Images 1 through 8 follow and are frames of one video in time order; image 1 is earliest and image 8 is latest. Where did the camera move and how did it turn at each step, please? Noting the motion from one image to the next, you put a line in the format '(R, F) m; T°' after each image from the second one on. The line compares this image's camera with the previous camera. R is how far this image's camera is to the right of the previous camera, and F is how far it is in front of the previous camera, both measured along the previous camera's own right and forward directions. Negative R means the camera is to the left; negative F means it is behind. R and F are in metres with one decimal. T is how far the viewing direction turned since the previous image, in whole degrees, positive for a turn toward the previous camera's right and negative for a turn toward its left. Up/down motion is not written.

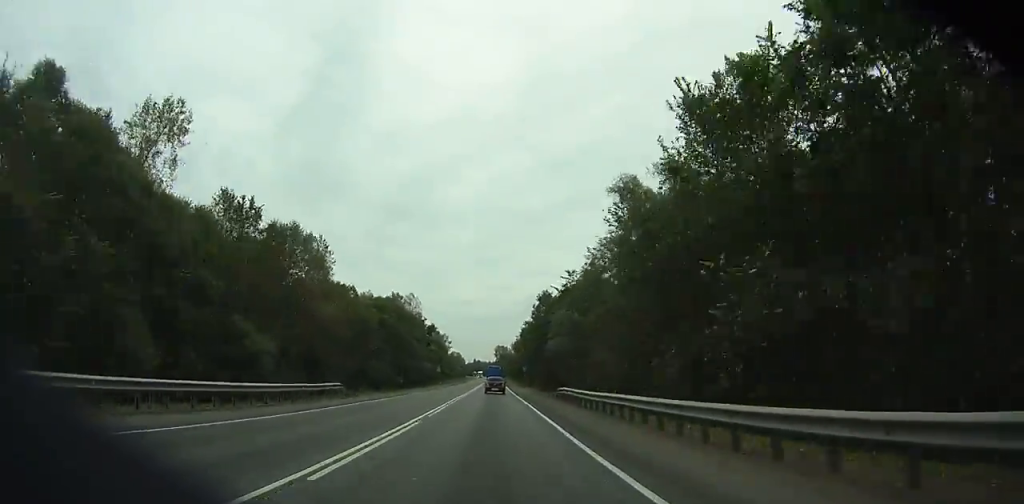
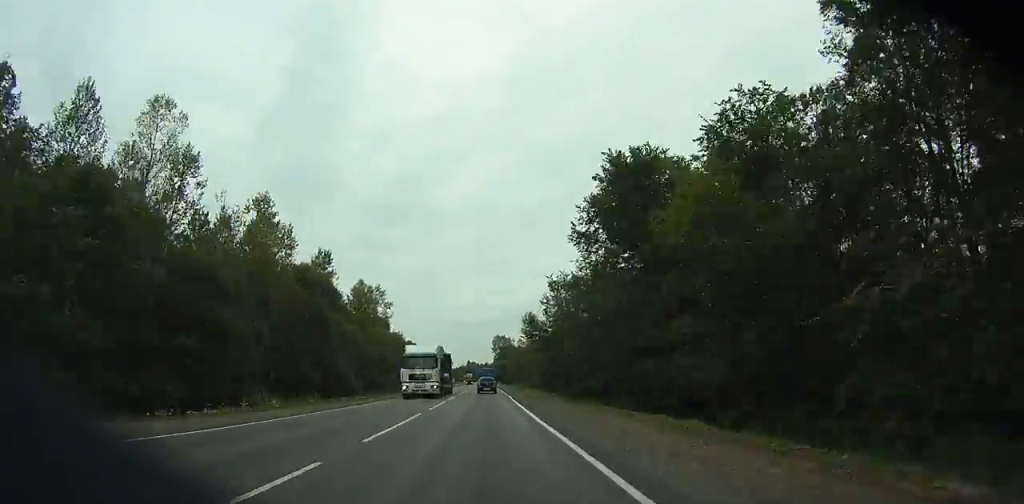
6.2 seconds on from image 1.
(+0.5, +136.2) m; 0°
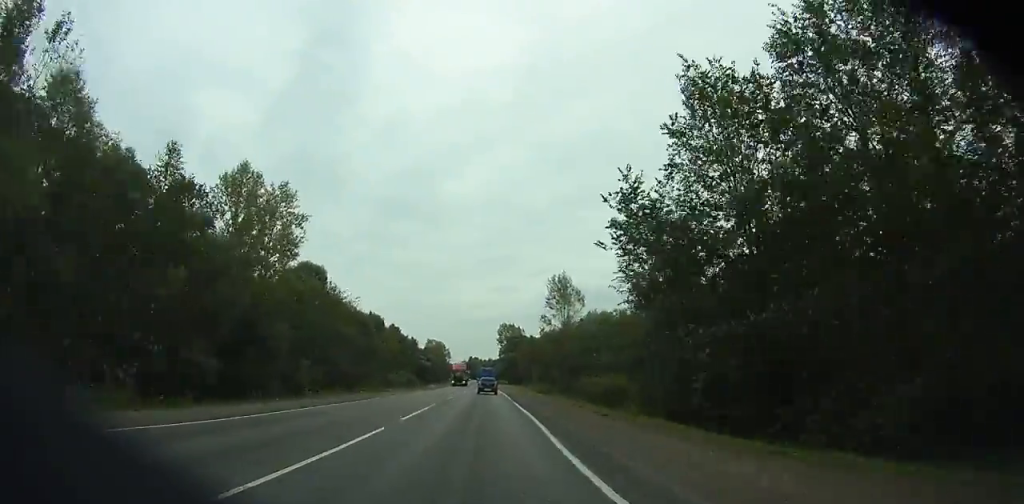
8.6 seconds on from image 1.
(-0.2, +53.4) m; 0°
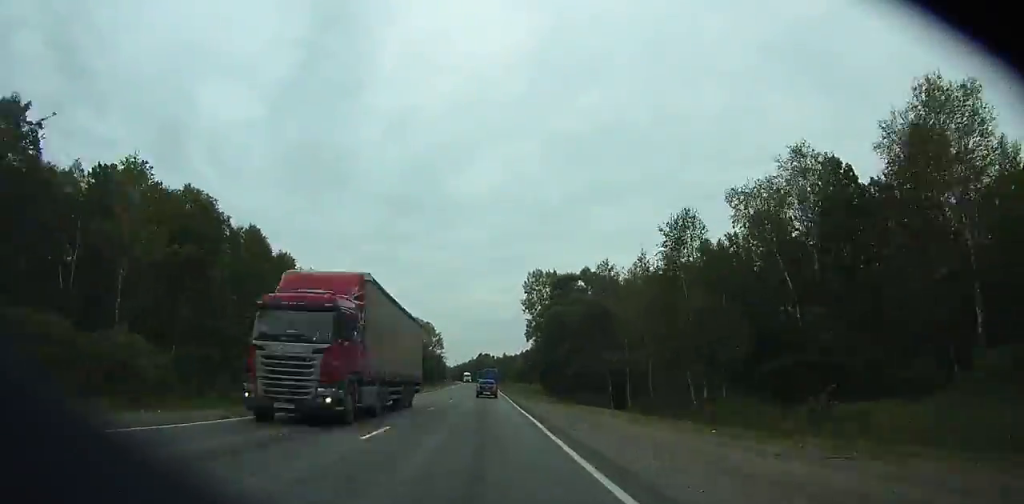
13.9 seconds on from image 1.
(-1.1, +117.8) m; -1°
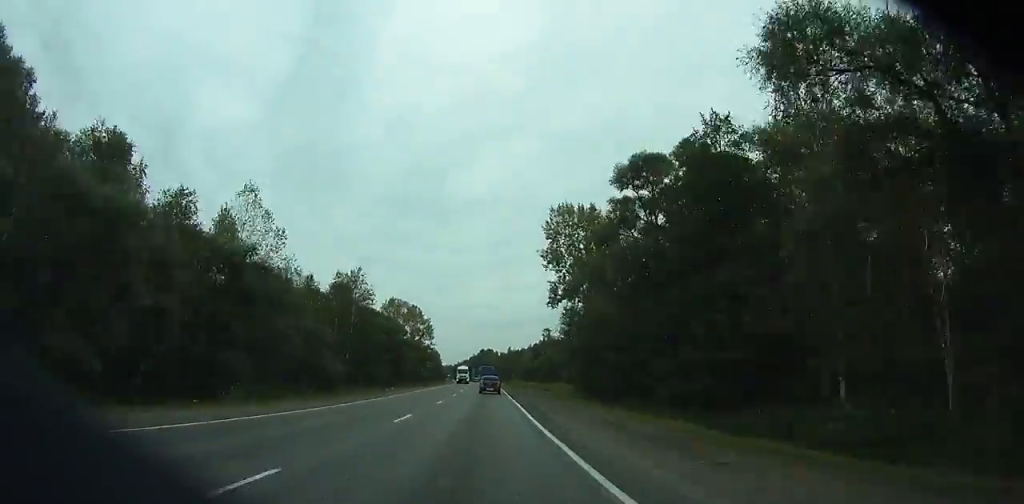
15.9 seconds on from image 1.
(-0.2, +44.2) m; 0°
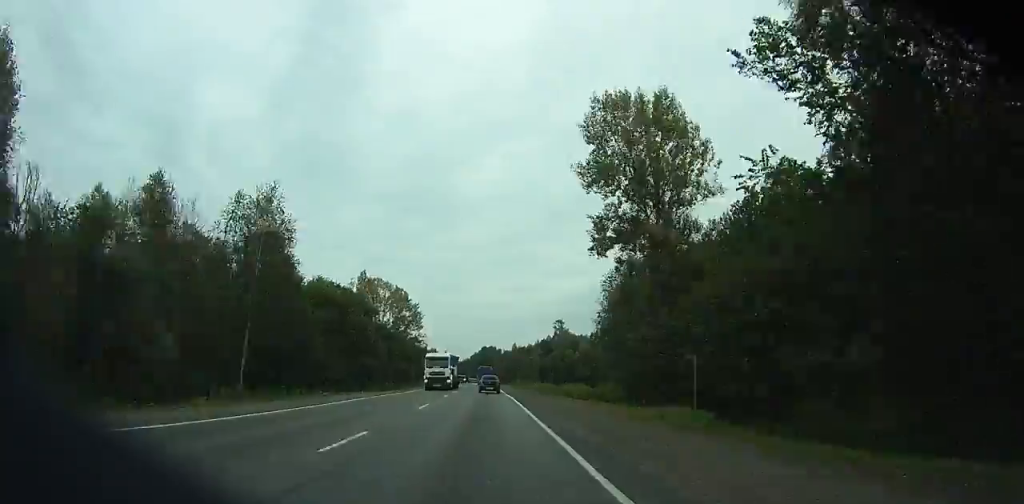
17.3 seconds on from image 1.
(0.0, +30.8) m; 0°
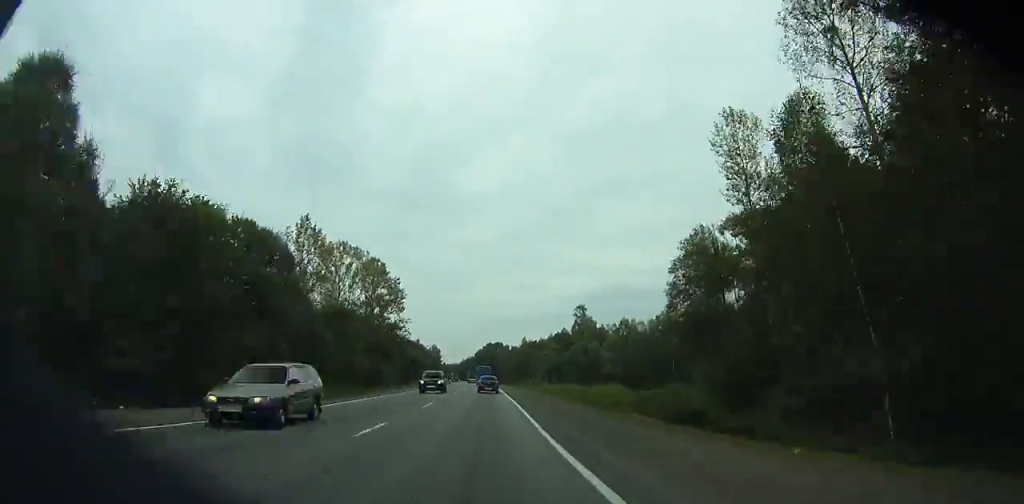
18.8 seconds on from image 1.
(0.0, +32.9) m; 0°
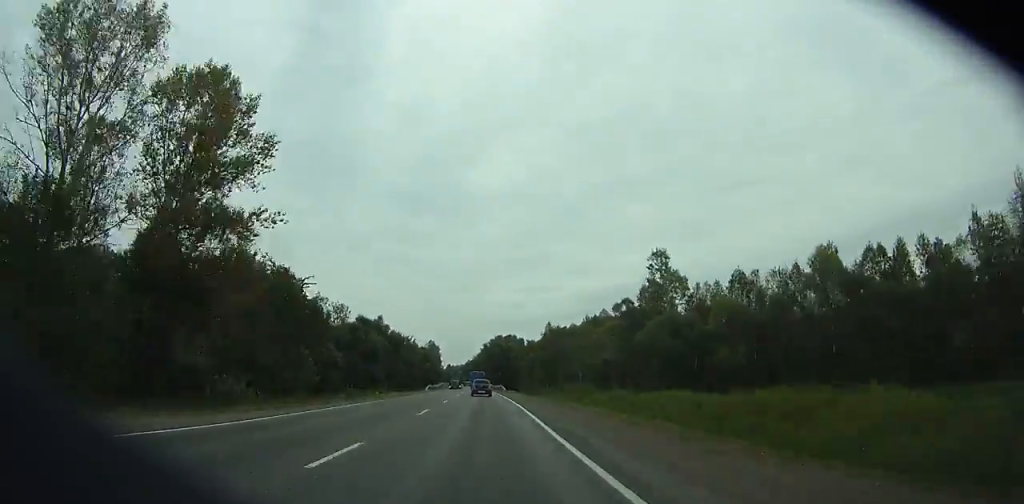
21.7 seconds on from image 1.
(-0.8, +63.8) m; -1°
